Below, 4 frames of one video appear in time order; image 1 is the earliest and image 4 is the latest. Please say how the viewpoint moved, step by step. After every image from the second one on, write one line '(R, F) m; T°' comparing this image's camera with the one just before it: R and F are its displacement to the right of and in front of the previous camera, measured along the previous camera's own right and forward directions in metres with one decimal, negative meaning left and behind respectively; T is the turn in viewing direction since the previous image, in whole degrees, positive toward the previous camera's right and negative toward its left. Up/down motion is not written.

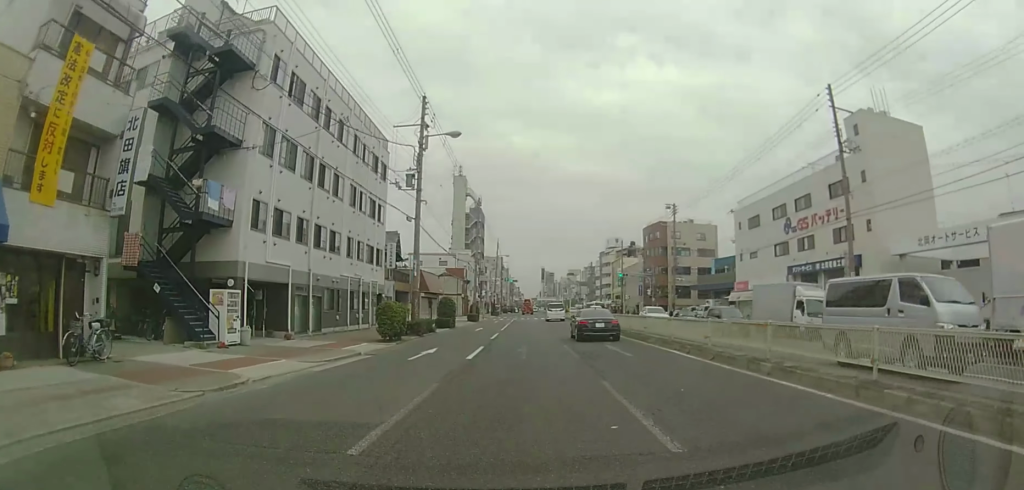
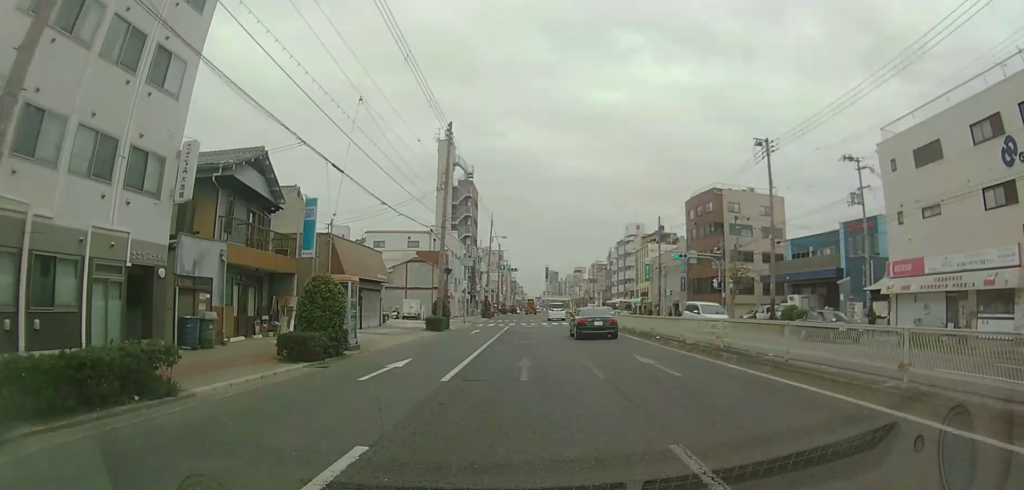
(-0.3, +24.6) m; -1°
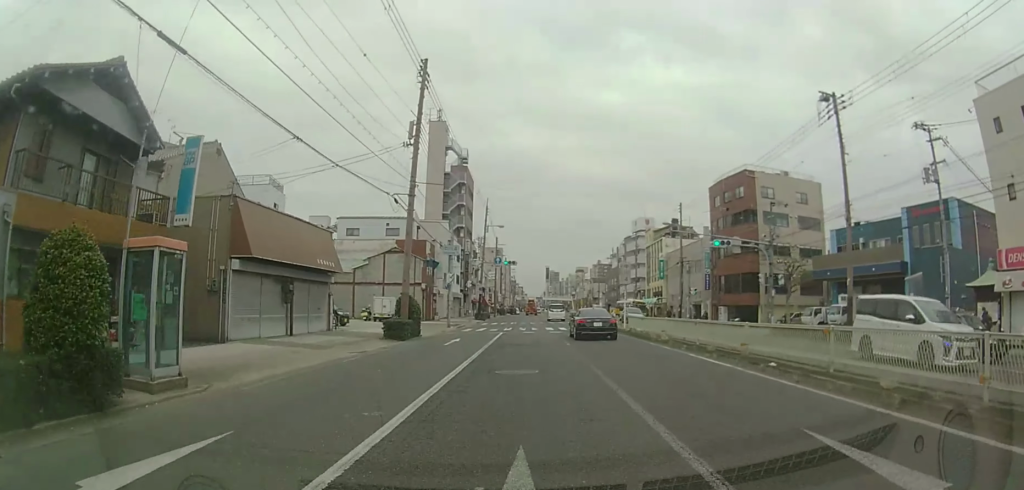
(-0.1, +9.8) m; 0°
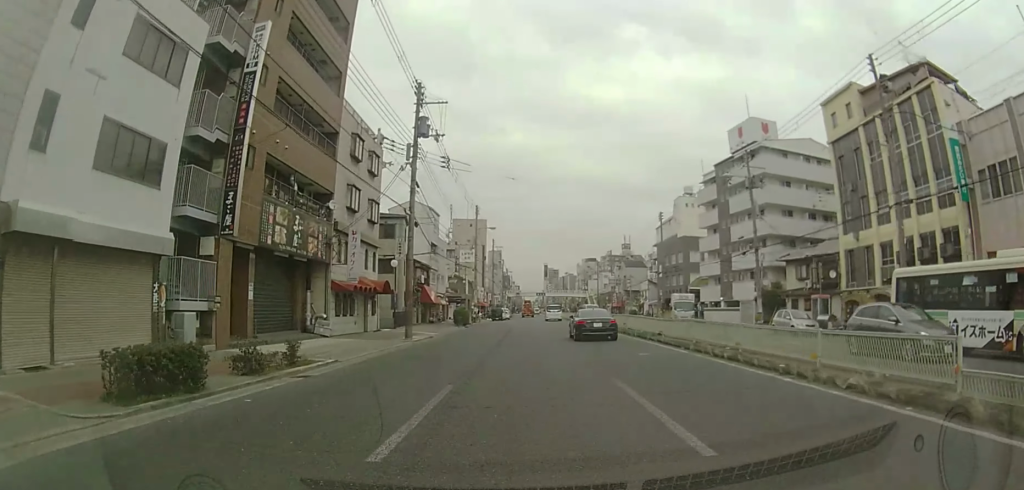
(+0.8, +62.7) m; 0°
